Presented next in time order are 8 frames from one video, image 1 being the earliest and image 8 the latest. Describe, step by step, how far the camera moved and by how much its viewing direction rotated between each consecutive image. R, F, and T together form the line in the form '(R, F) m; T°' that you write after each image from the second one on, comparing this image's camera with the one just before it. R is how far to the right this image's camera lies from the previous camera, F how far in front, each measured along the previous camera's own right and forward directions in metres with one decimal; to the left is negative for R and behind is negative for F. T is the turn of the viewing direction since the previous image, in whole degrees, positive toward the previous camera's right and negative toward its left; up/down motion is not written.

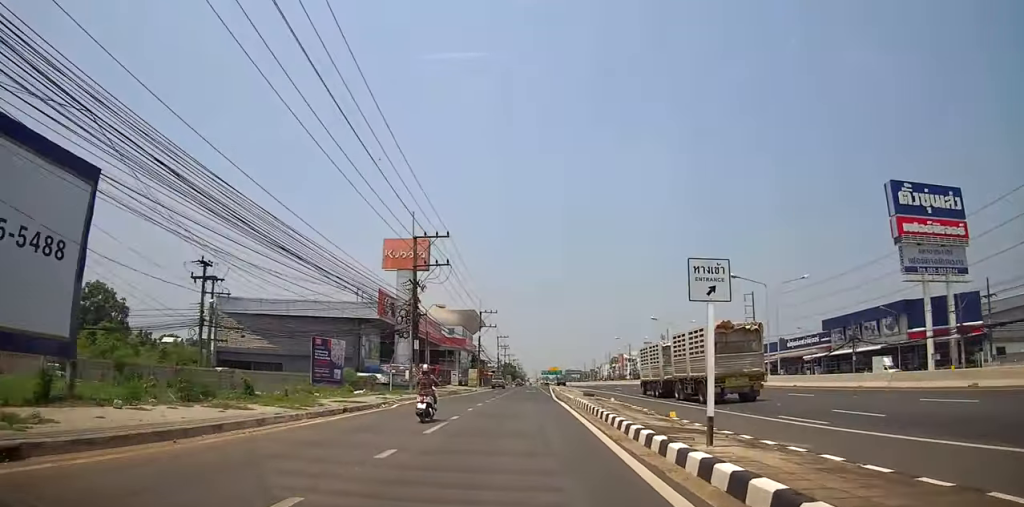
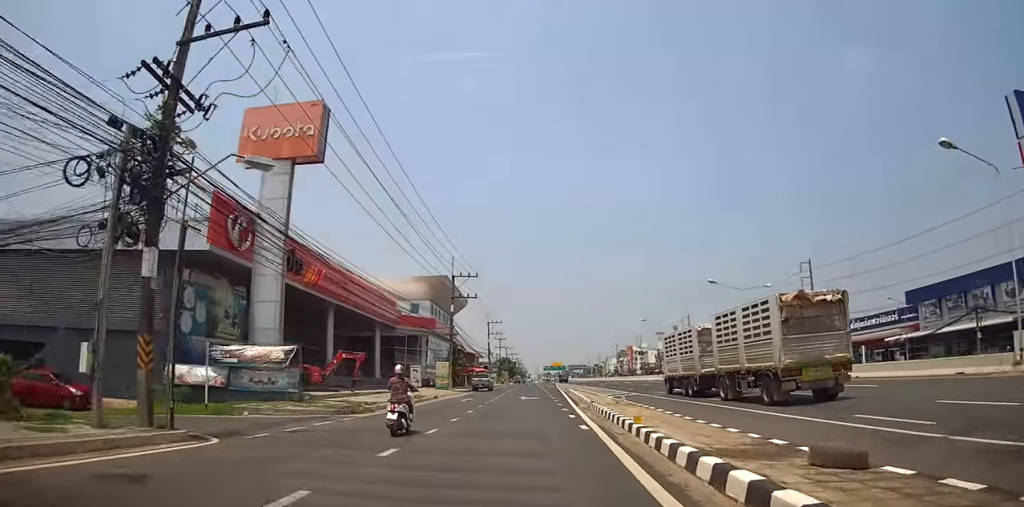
(-0.9, +28.3) m; -2°
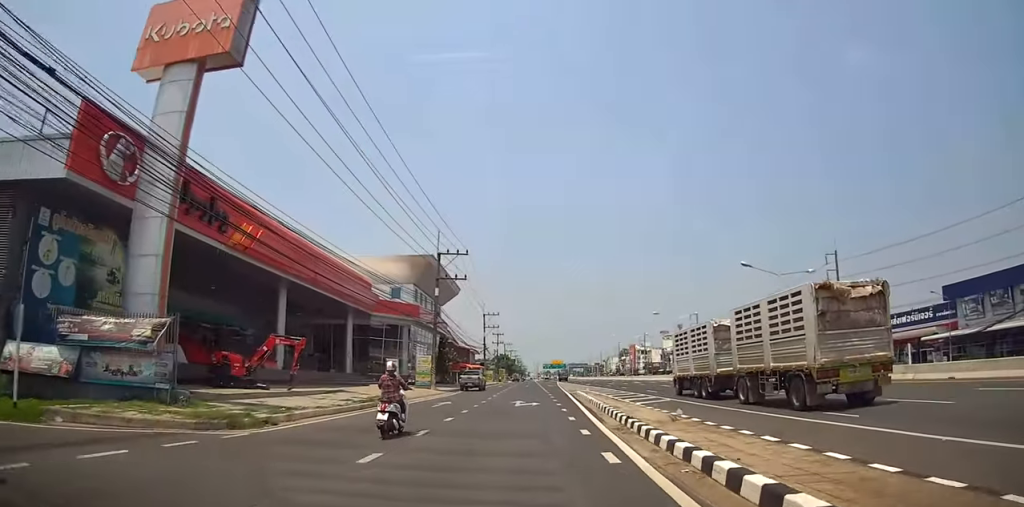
(0.0, +9.2) m; 0°
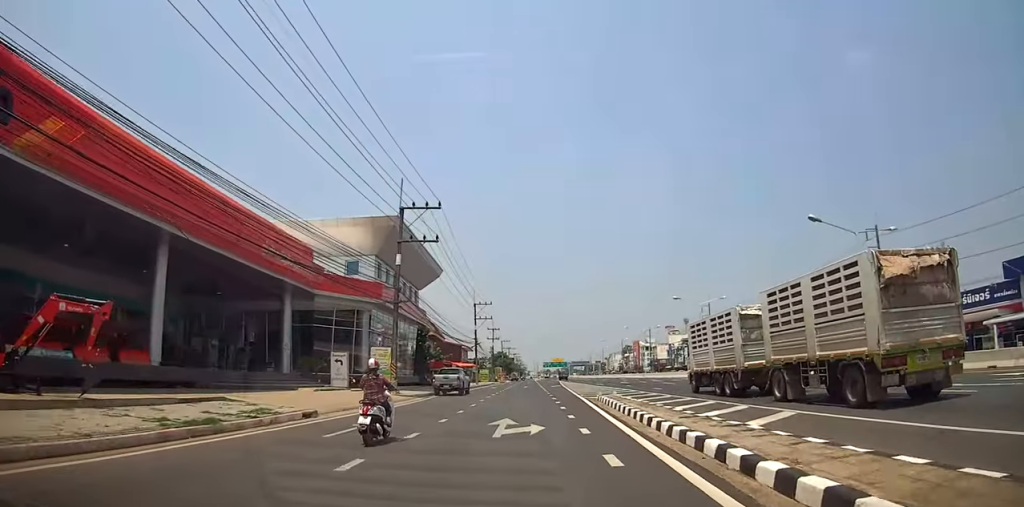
(-0.1, +13.1) m; 0°
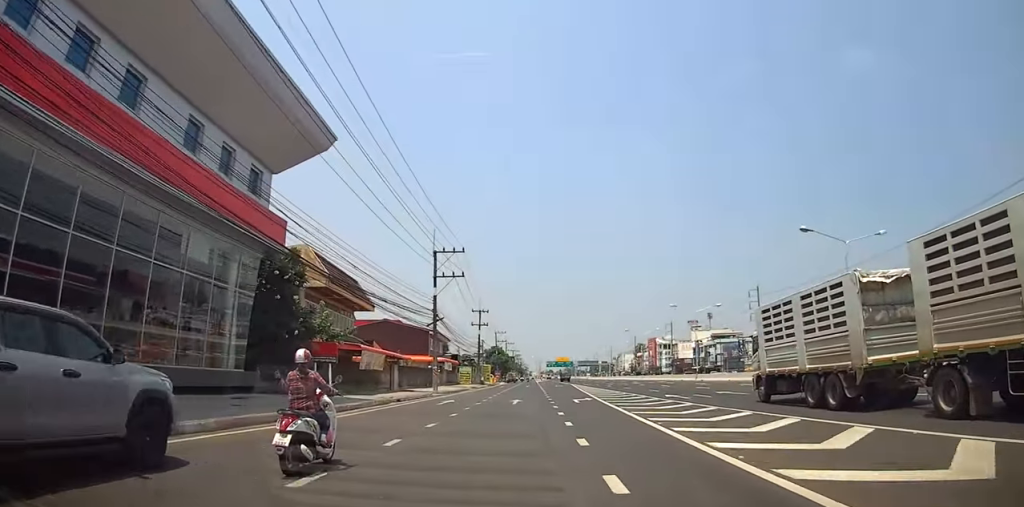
(0.0, +34.5) m; -3°
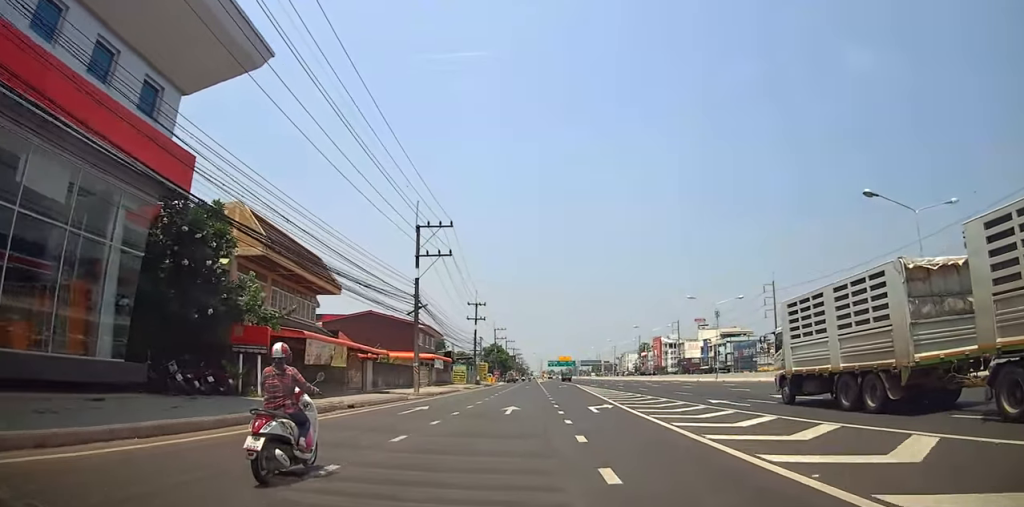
(-0.3, +7.8) m; 0°
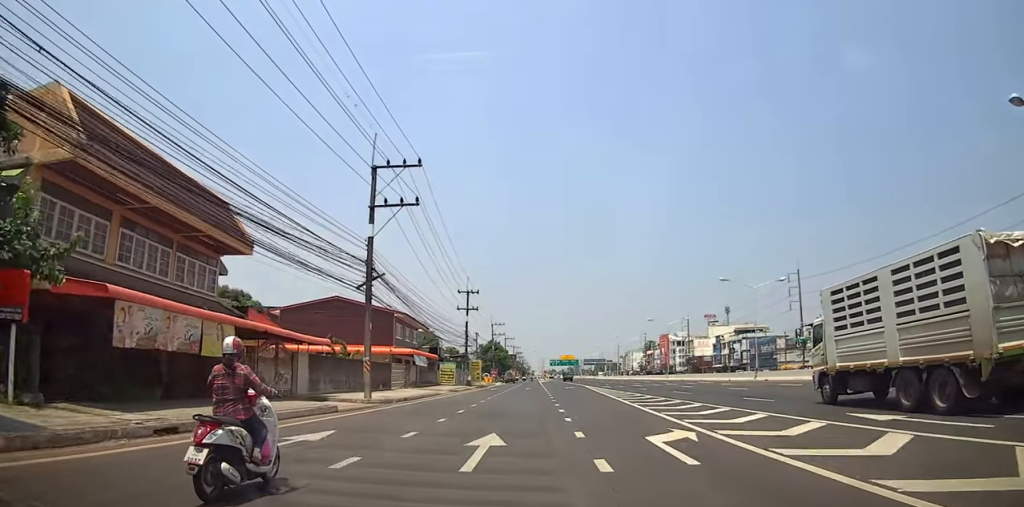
(-0.3, +11.4) m; +1°
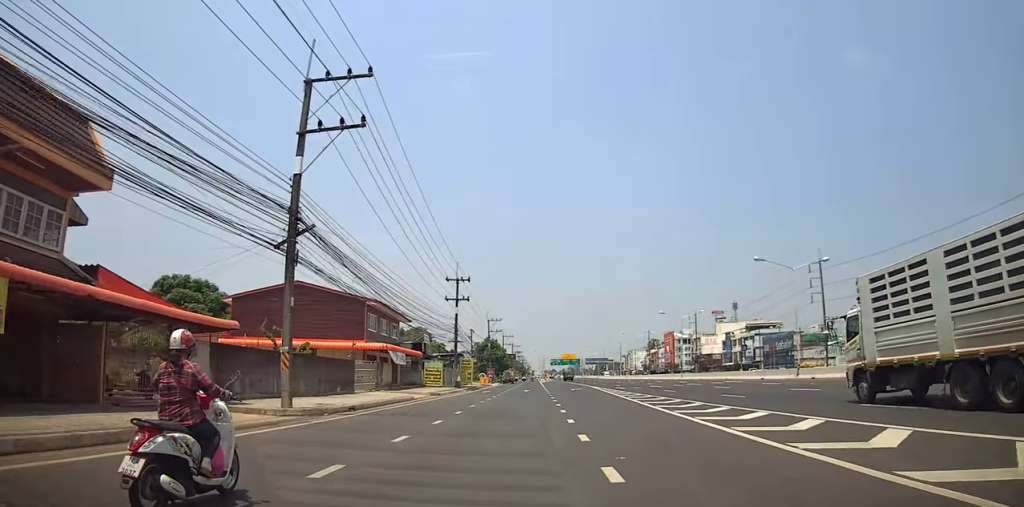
(+0.4, +9.0) m; +2°
